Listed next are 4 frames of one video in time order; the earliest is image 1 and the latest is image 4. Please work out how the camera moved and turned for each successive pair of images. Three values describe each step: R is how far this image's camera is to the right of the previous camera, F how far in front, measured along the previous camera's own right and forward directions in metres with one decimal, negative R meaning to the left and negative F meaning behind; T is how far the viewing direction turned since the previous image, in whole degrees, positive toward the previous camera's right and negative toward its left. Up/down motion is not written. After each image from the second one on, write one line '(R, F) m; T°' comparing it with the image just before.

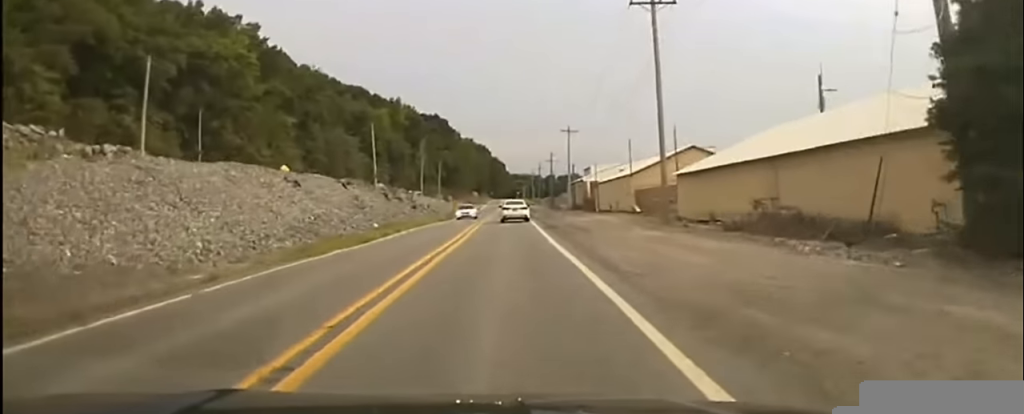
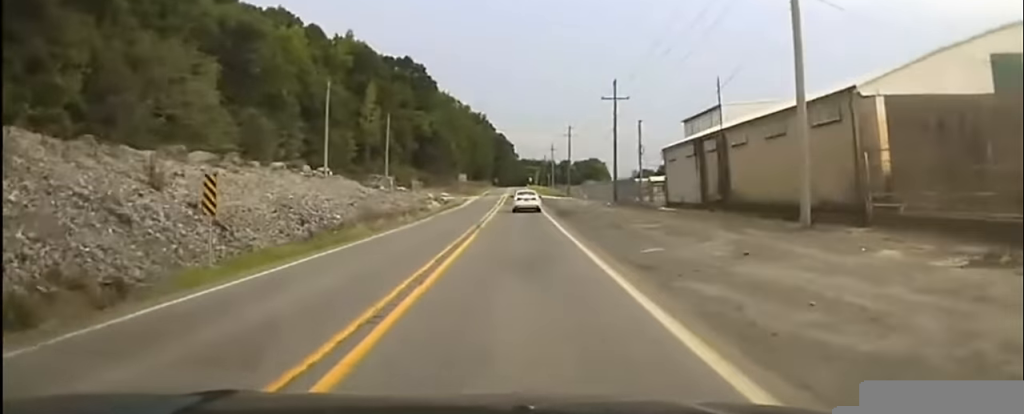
(-0.2, +91.6) m; 0°
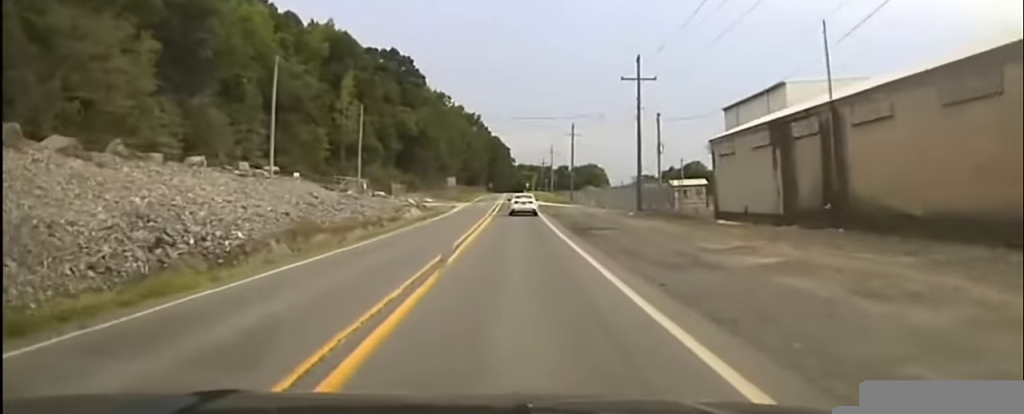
(0.0, +16.0) m; 0°
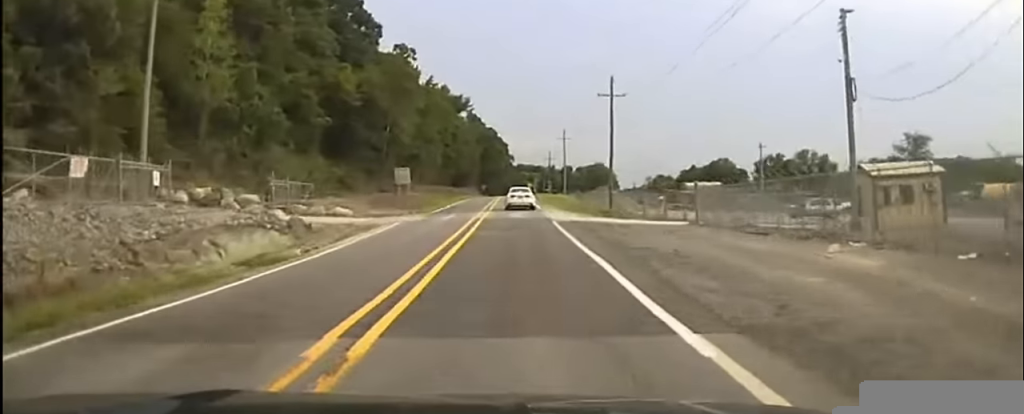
(0.0, +52.3) m; 0°
